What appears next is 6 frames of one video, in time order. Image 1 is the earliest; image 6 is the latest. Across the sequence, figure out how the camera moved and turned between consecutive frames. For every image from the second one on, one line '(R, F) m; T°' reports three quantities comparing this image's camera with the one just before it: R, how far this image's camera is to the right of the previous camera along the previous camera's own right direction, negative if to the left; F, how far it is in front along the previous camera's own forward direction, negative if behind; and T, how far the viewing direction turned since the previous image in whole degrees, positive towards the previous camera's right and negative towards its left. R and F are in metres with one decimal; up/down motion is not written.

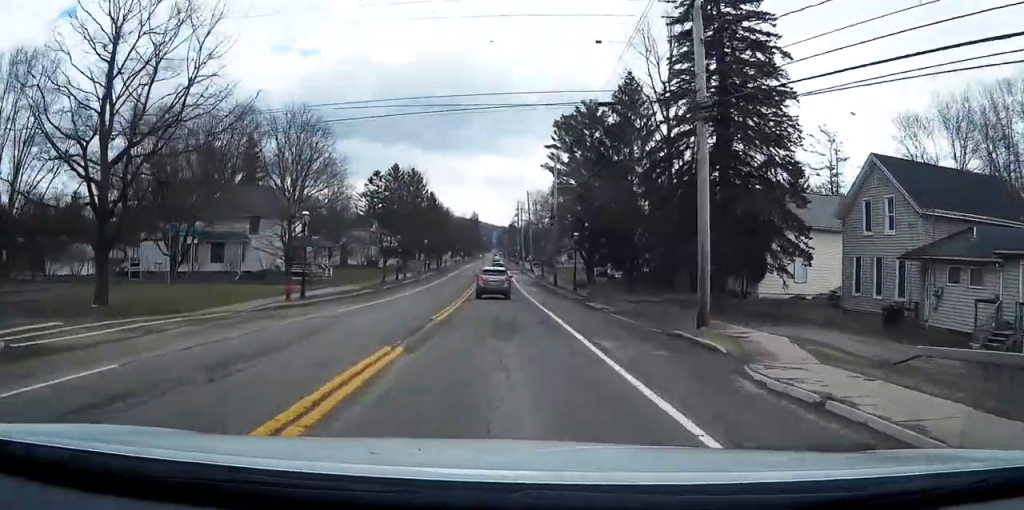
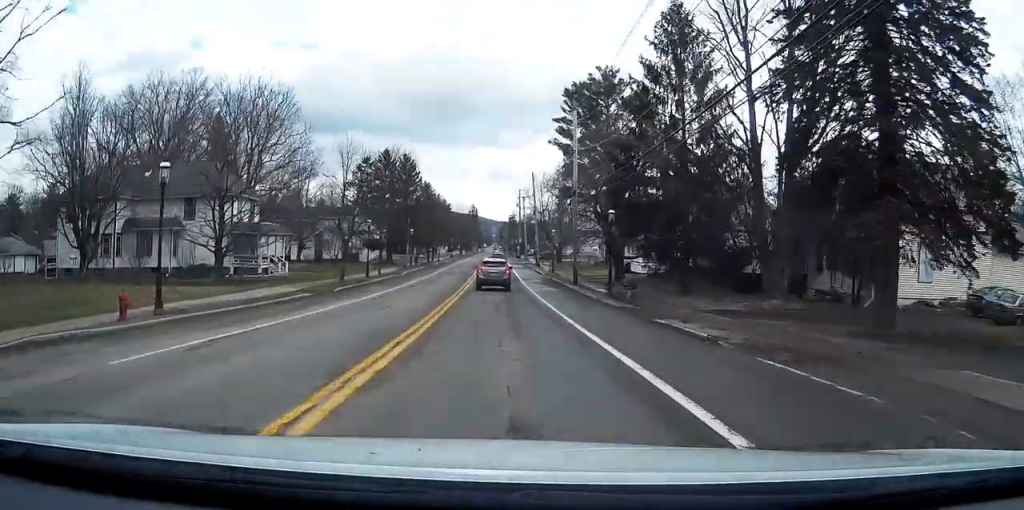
(0.0, +16.0) m; 0°
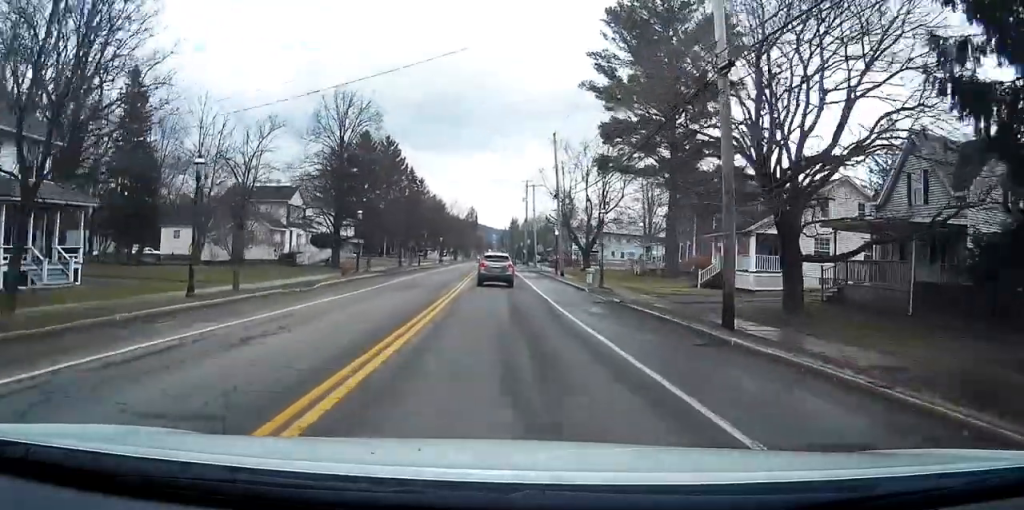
(+0.3, +31.5) m; +1°
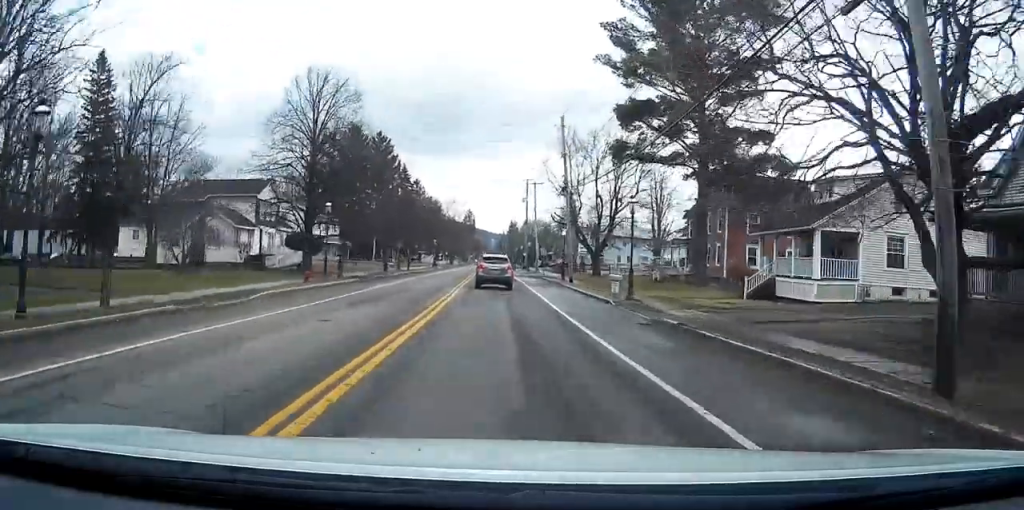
(0.0, +8.9) m; 0°
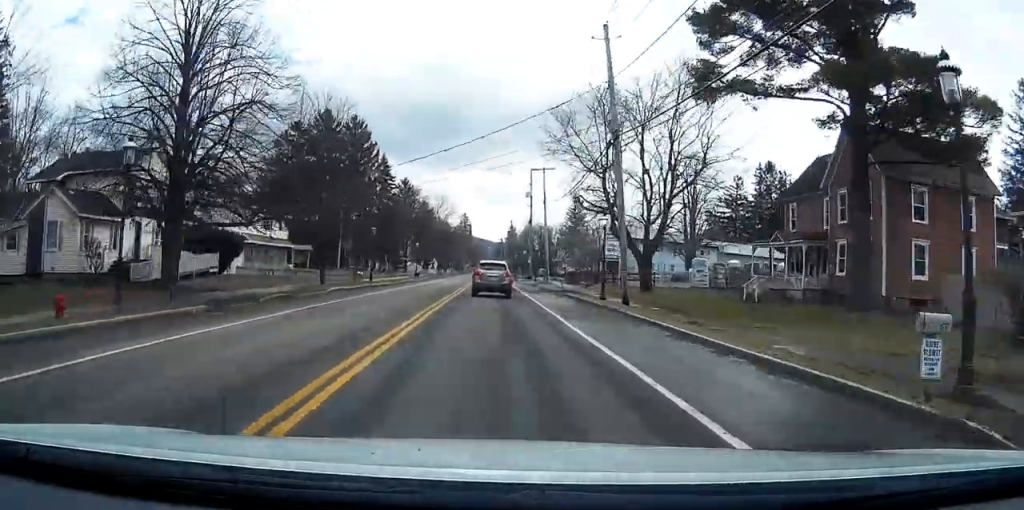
(-0.4, +22.8) m; -1°
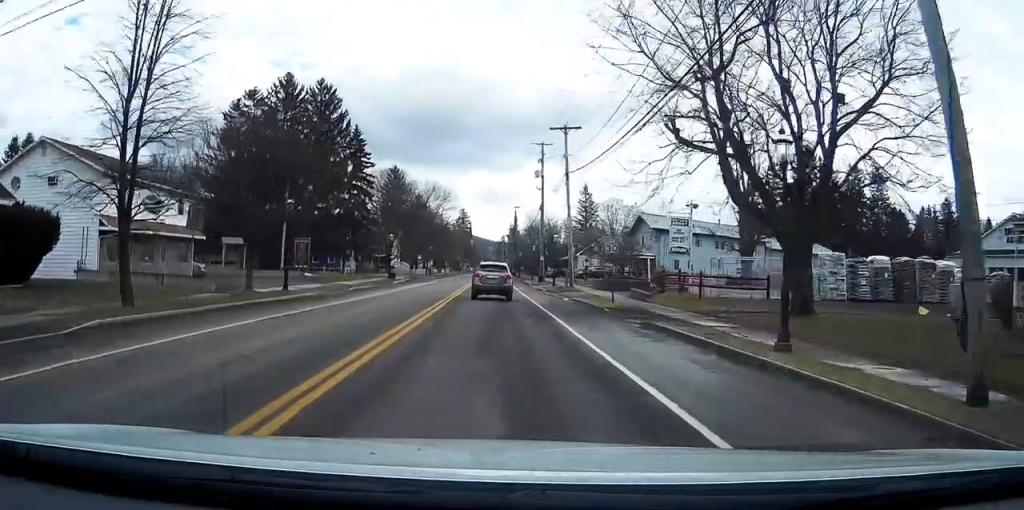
(+0.4, +23.4) m; +2°
